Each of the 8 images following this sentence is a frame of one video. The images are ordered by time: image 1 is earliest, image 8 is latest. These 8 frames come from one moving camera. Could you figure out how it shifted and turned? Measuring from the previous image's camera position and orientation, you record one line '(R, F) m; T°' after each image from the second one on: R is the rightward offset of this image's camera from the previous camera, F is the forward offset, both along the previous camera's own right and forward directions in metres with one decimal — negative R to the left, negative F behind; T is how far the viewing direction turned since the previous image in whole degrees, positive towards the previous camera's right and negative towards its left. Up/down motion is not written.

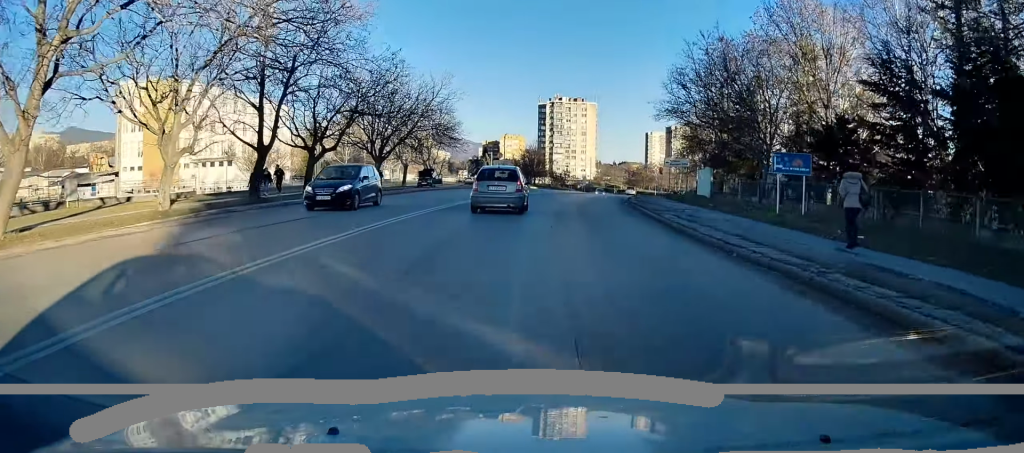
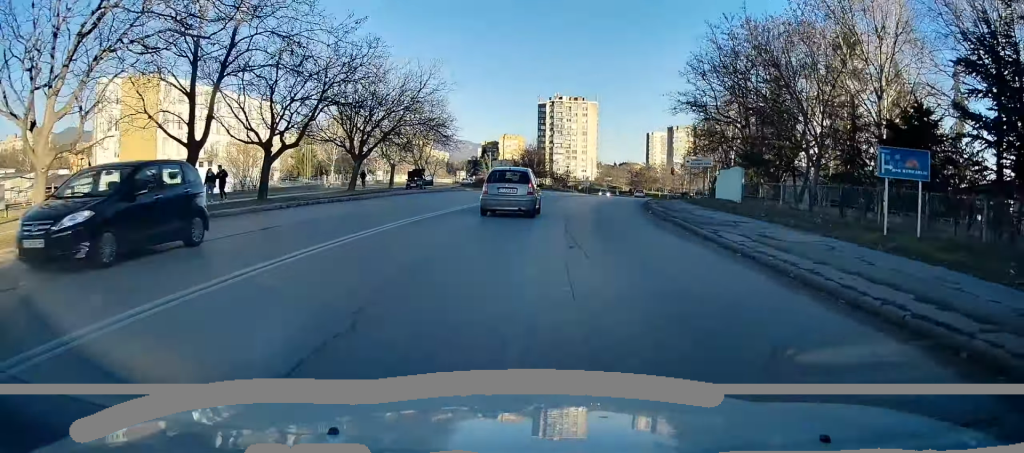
(0.0, +6.8) m; 0°
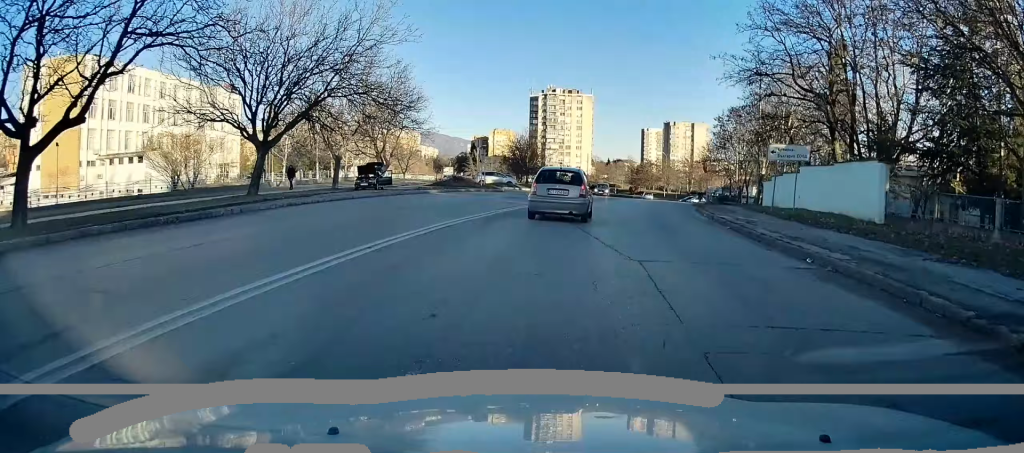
(0.0, +17.0) m; 0°
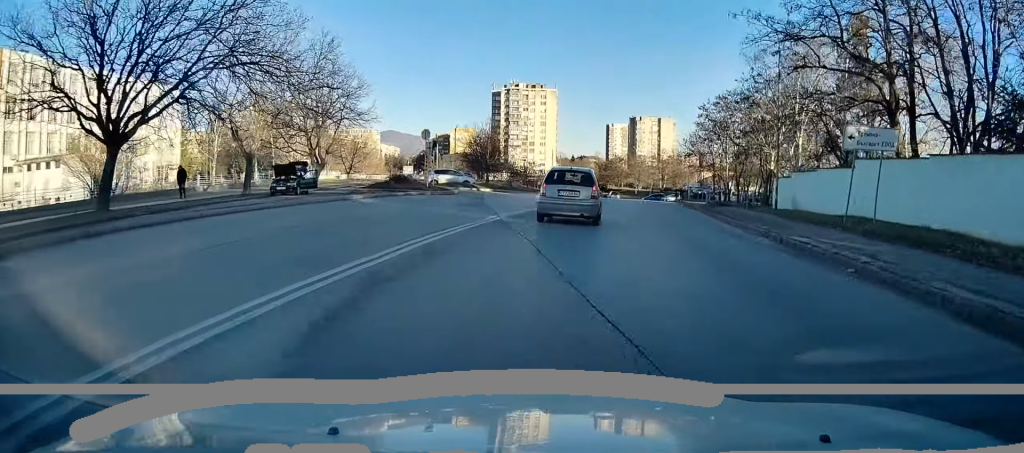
(0.0, +10.0) m; +2°
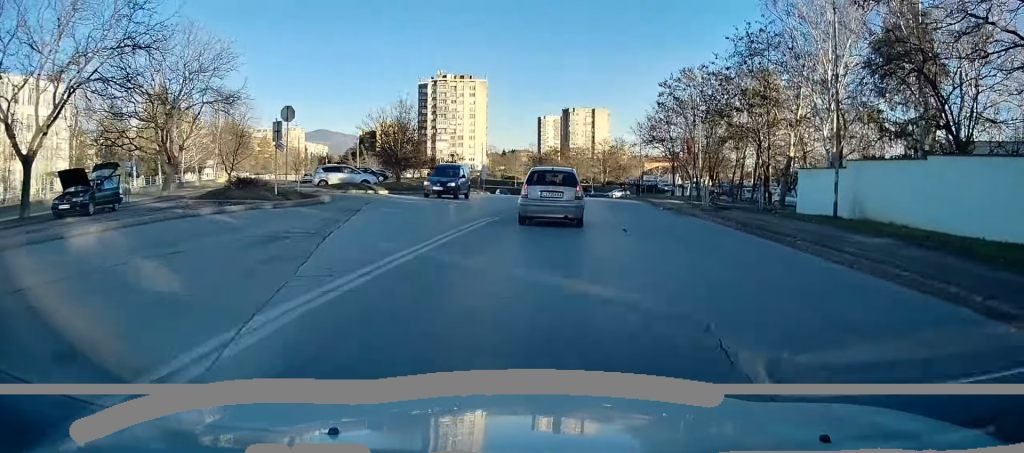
(+0.6, +14.5) m; +5°
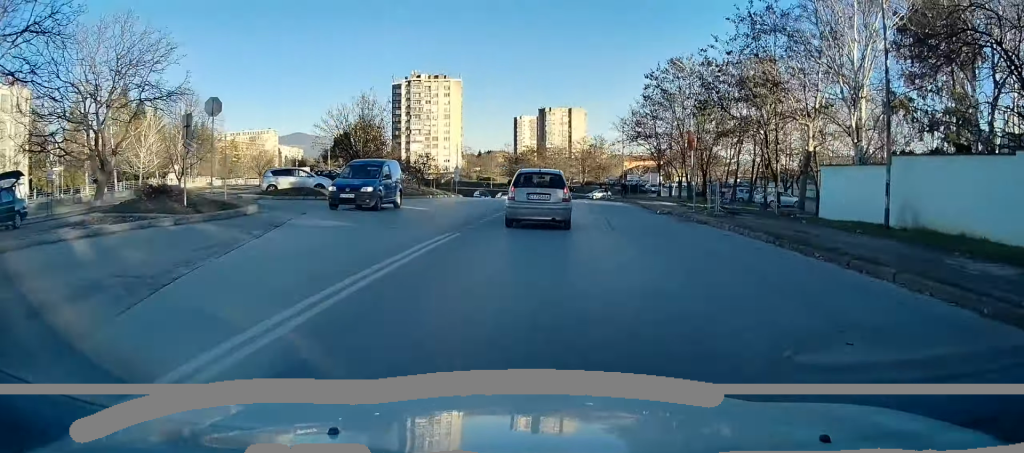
(+0.1, +5.1) m; +2°
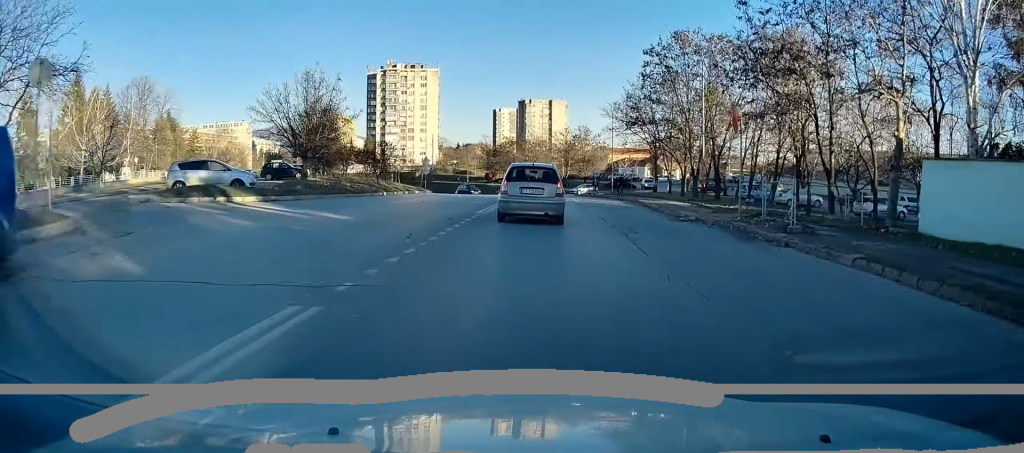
(0.0, +8.8) m; +2°
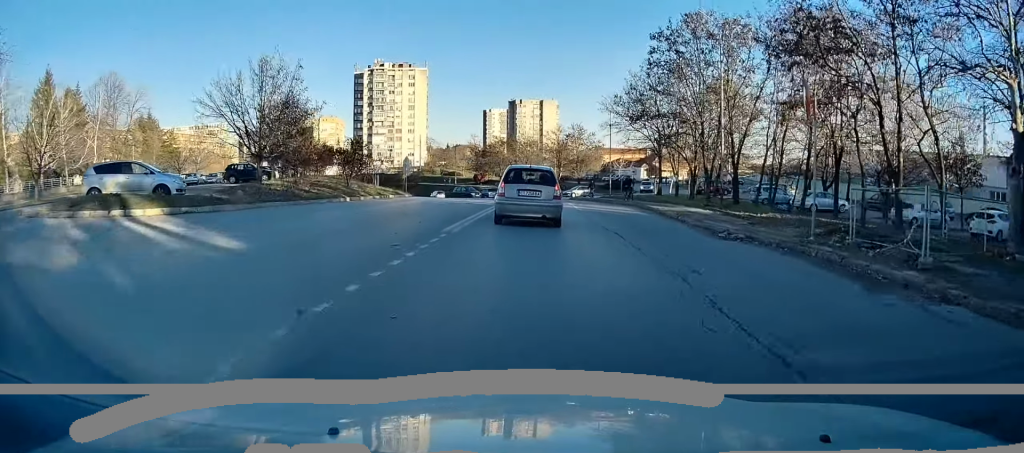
(+0.1, +6.0) m; +1°
